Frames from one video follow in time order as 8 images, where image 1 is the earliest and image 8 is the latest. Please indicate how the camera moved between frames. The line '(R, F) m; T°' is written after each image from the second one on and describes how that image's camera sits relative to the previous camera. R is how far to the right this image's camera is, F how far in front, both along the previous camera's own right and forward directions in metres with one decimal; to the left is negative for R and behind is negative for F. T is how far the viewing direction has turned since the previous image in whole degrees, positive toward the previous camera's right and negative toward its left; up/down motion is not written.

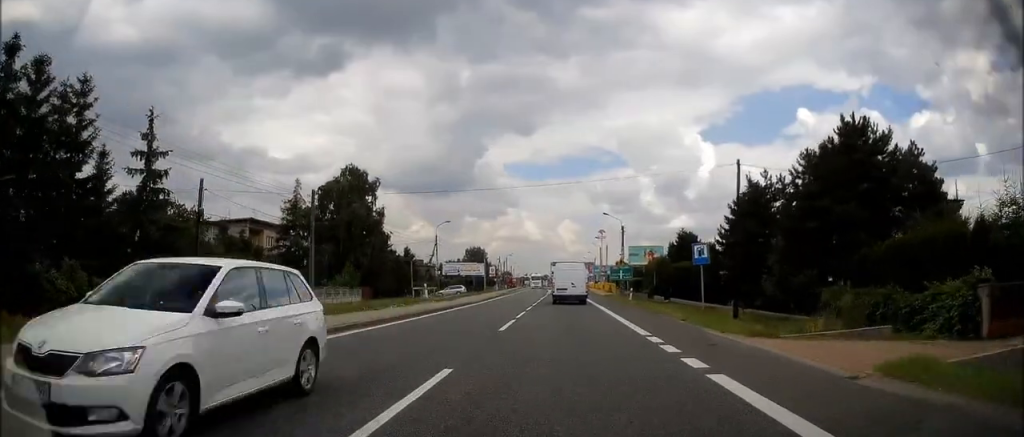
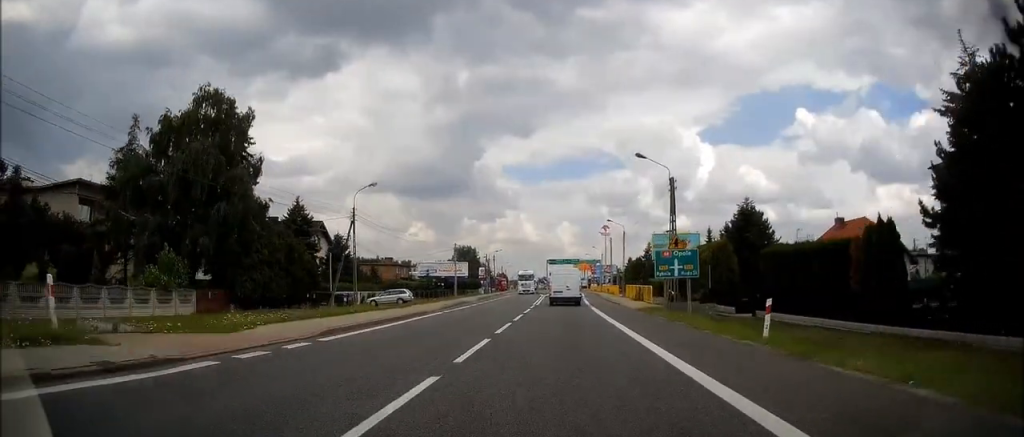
(+0.1, +30.6) m; 0°
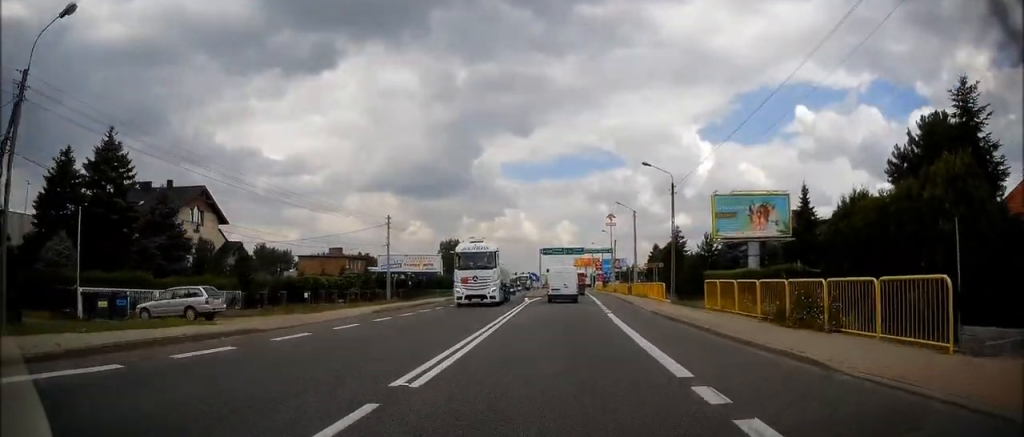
(+0.4, +32.5) m; +1°
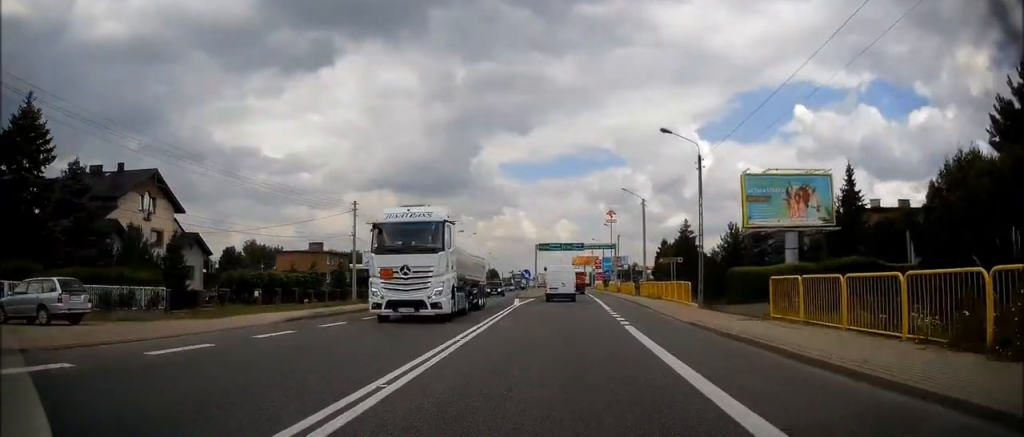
(0.0, +8.4) m; -1°
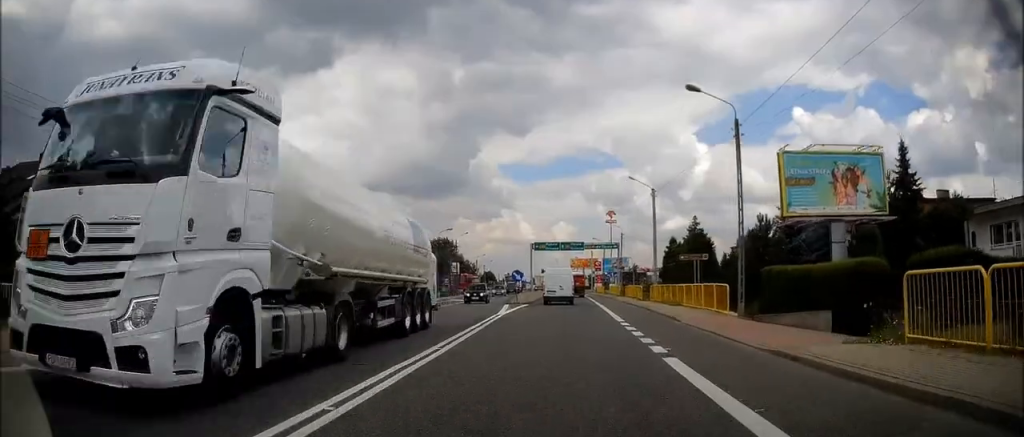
(+0.1, +7.3) m; -1°
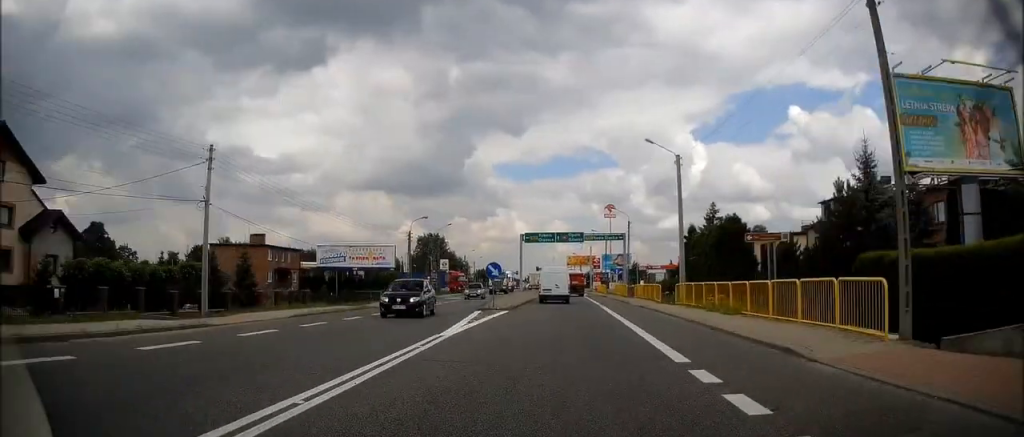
(-0.3, +11.8) m; +1°
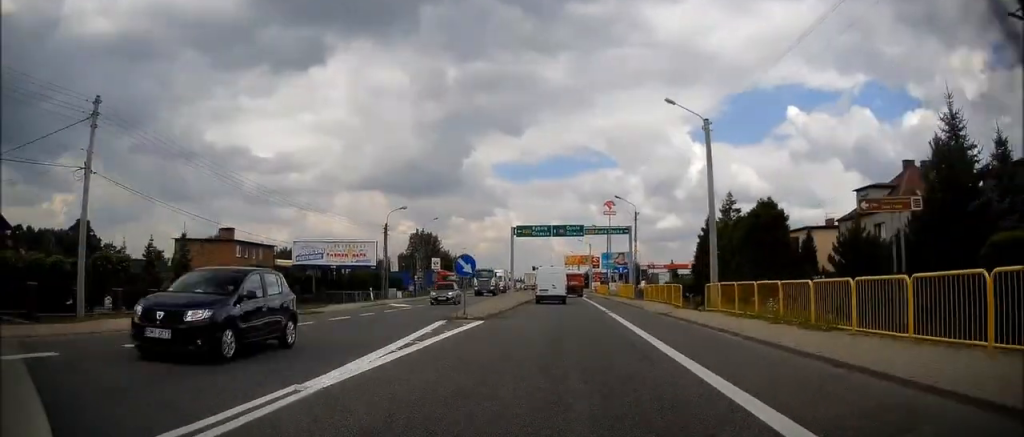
(0.0, +7.9) m; 0°
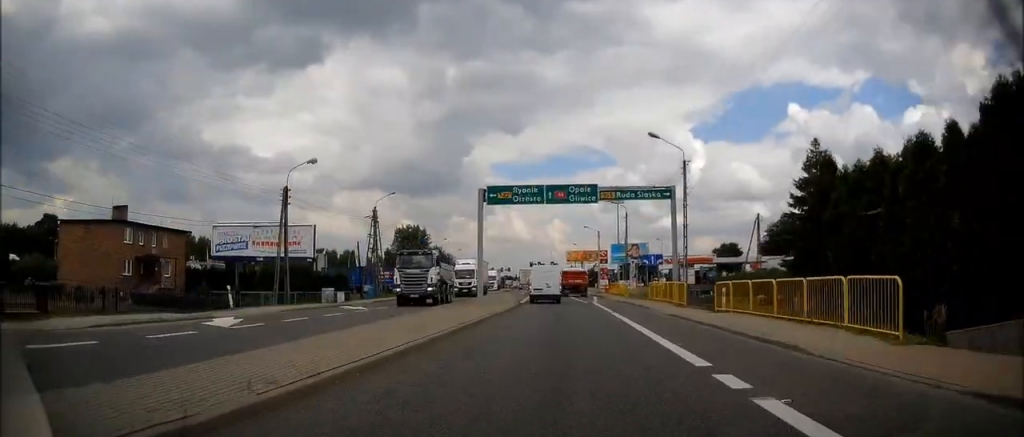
(+0.5, +20.9) m; 0°
